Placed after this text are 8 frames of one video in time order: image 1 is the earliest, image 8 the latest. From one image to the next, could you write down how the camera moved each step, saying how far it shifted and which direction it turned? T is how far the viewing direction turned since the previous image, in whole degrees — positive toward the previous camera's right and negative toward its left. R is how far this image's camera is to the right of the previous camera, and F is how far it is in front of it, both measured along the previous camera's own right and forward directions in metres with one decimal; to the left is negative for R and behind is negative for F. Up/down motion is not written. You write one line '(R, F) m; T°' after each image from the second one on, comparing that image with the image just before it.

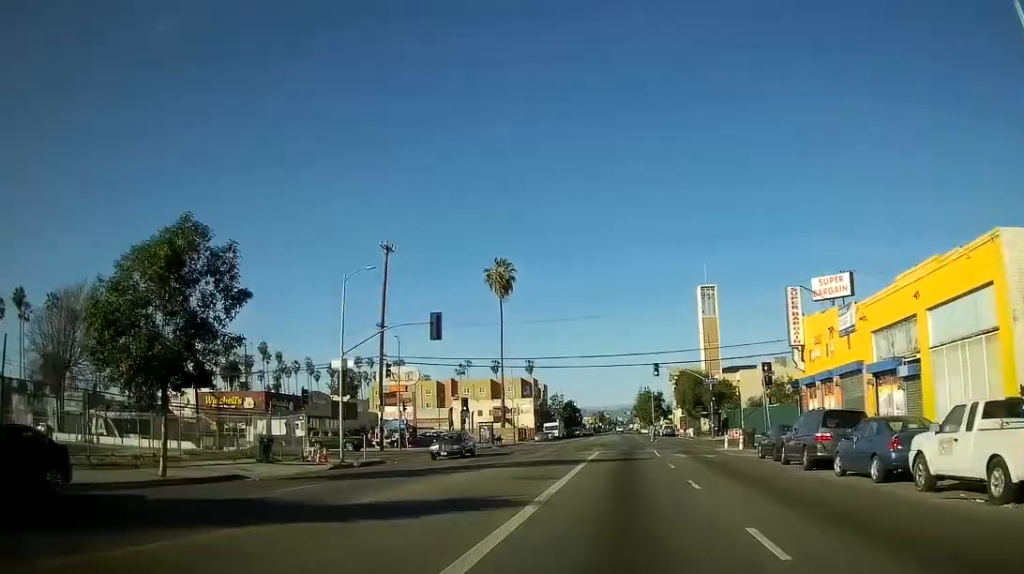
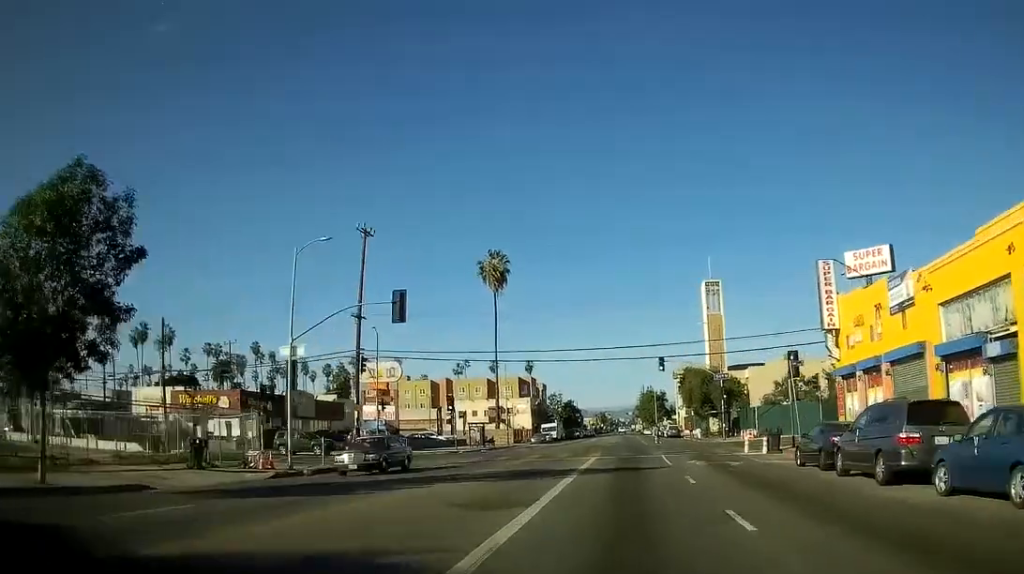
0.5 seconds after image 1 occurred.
(0.0, +6.8) m; 0°
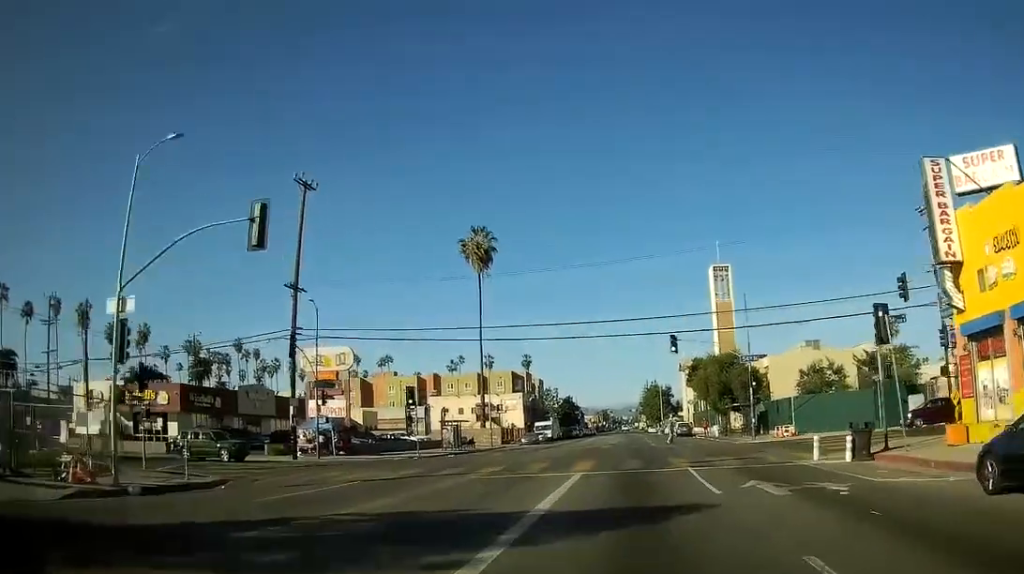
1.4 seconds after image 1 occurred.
(0.0, +13.2) m; 0°
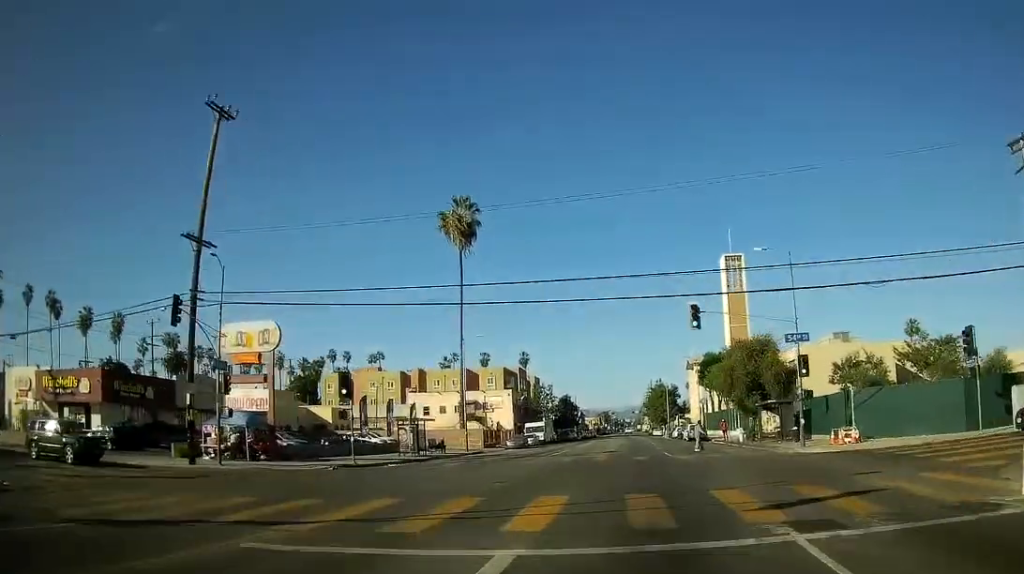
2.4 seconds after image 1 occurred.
(0.0, +13.5) m; 0°
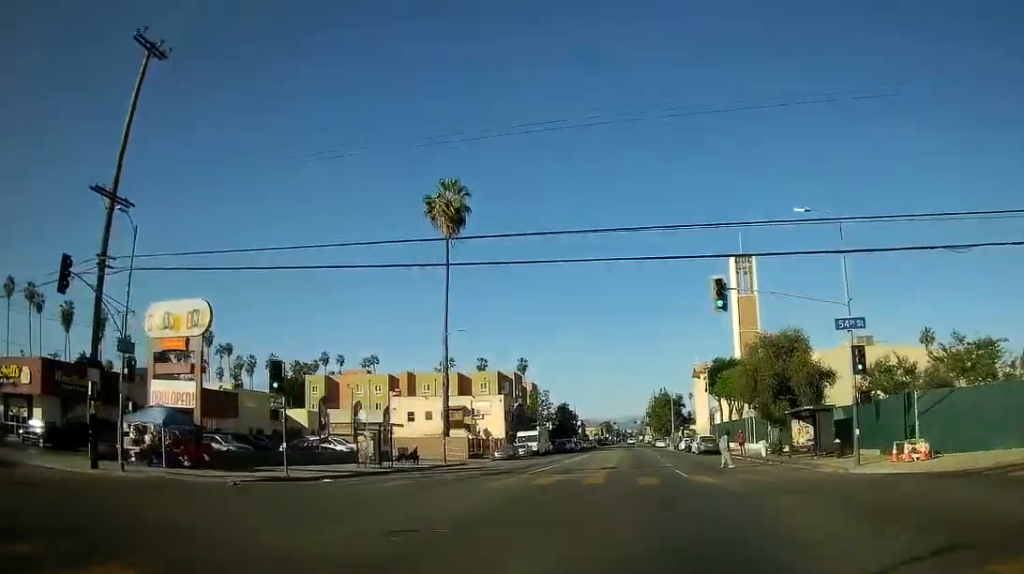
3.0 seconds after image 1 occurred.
(0.0, +8.3) m; 0°
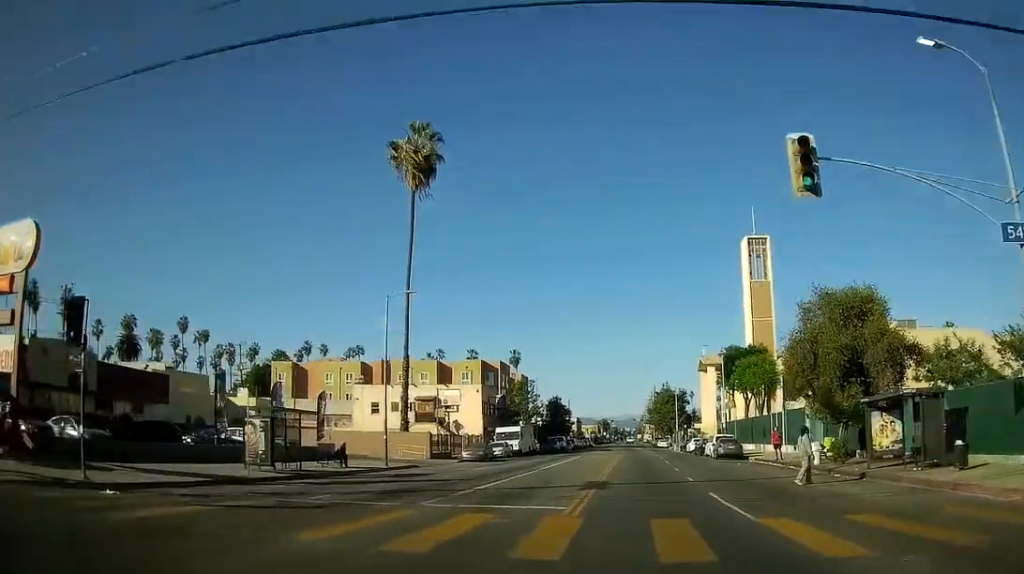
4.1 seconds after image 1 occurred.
(0.0, +13.3) m; 0°
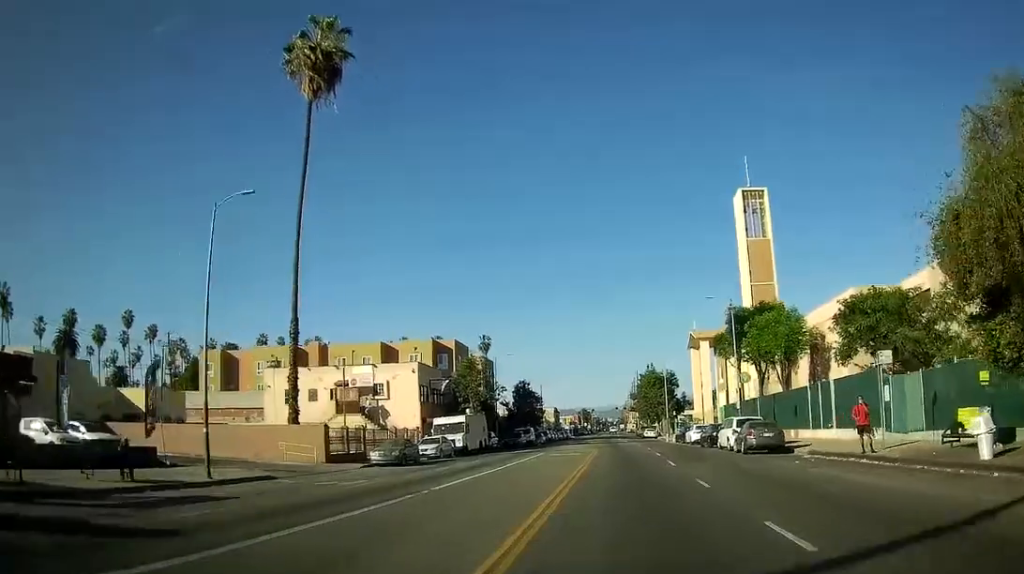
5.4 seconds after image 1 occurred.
(0.0, +16.9) m; 0°
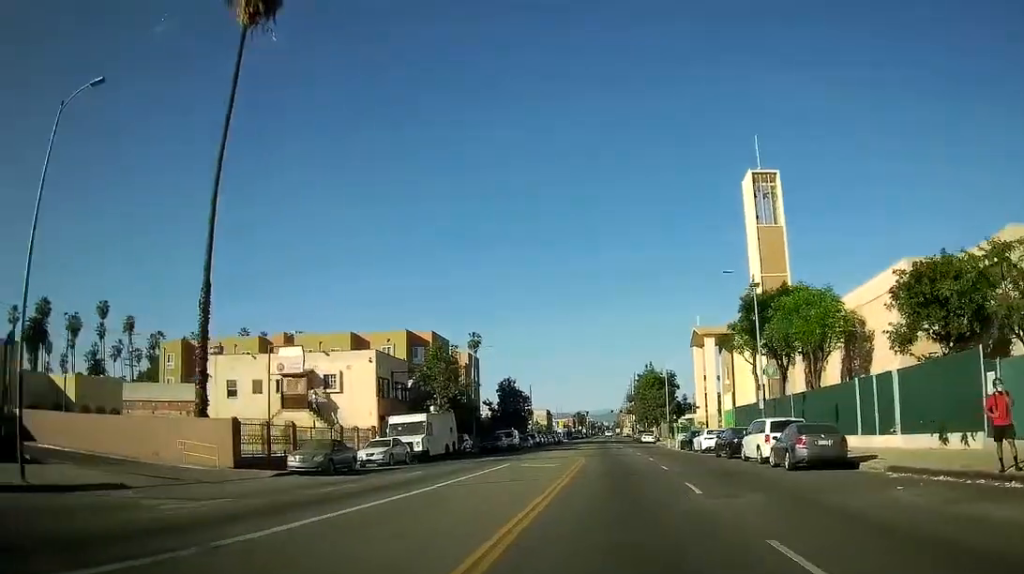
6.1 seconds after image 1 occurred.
(0.0, +9.3) m; 0°
